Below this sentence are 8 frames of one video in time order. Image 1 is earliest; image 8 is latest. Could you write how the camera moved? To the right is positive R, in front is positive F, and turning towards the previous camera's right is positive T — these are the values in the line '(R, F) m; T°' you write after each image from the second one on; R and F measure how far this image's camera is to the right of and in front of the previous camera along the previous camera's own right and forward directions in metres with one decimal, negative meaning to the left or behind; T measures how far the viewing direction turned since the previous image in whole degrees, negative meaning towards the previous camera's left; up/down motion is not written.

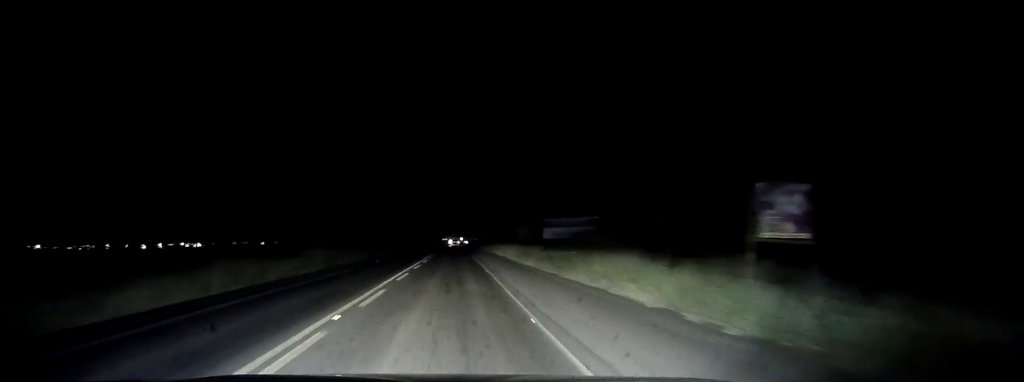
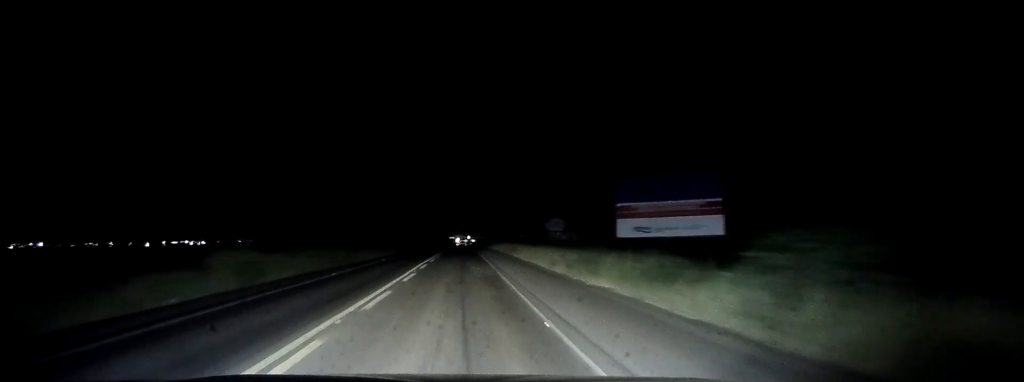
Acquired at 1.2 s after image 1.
(0.0, +17.4) m; -1°
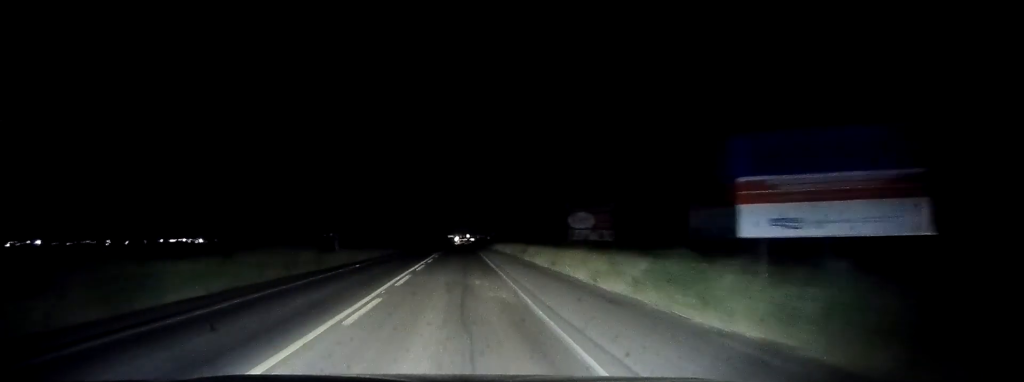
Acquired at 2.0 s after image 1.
(-0.1, +10.3) m; 0°
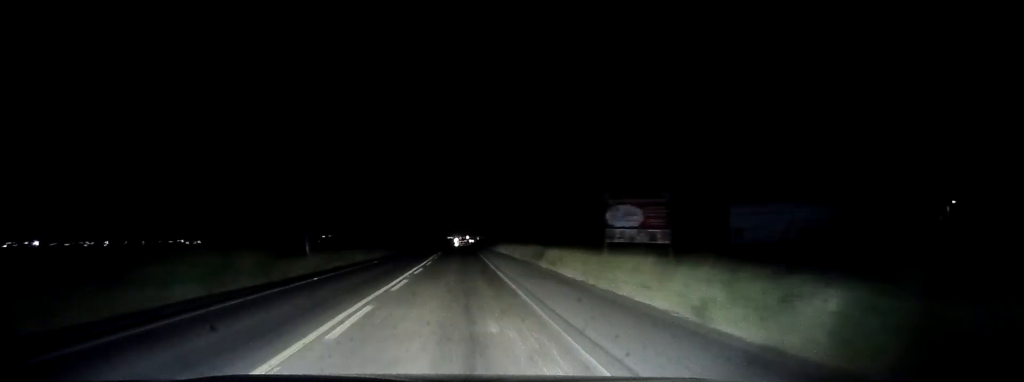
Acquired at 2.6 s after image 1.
(-0.1, +9.8) m; 0°
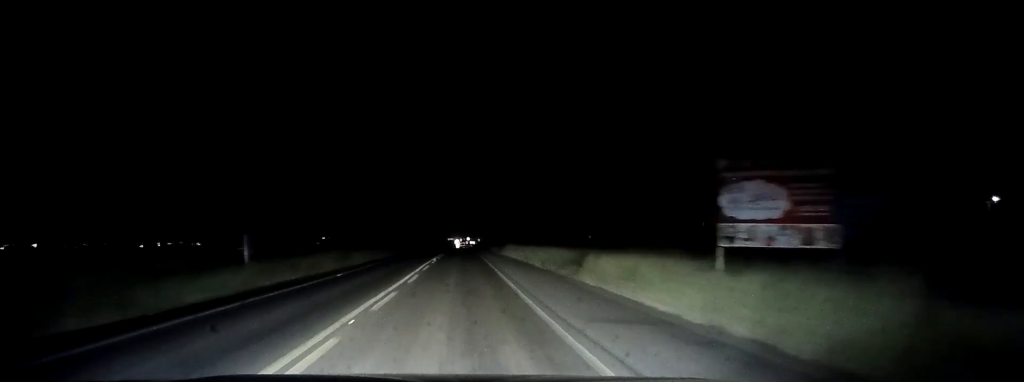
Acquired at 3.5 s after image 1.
(+0.2, +12.3) m; +1°
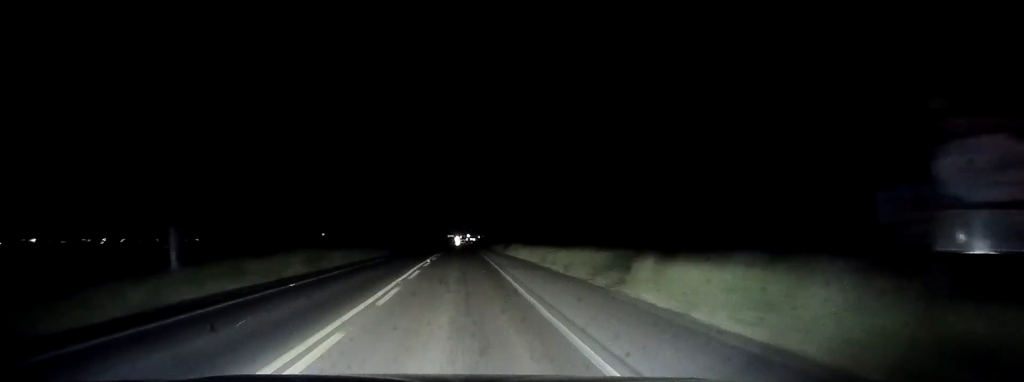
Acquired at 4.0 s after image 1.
(-0.1, +7.8) m; 0°
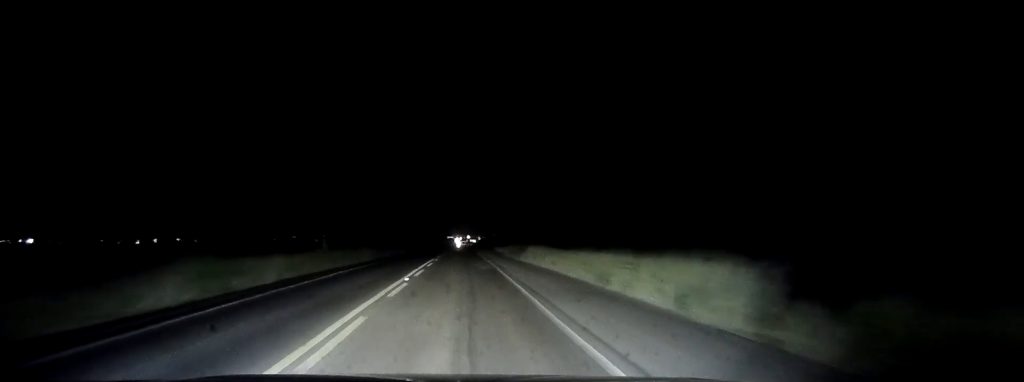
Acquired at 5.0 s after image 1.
(-0.1, +14.5) m; 0°
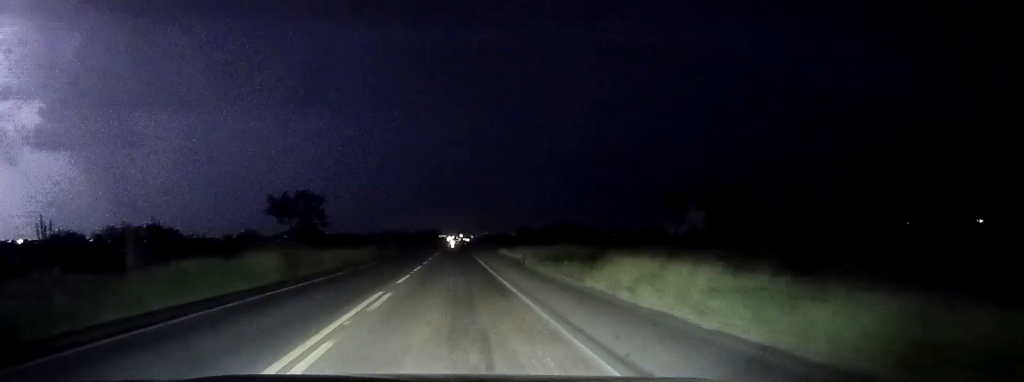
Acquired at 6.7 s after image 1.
(+0.2, +27.3) m; 0°
